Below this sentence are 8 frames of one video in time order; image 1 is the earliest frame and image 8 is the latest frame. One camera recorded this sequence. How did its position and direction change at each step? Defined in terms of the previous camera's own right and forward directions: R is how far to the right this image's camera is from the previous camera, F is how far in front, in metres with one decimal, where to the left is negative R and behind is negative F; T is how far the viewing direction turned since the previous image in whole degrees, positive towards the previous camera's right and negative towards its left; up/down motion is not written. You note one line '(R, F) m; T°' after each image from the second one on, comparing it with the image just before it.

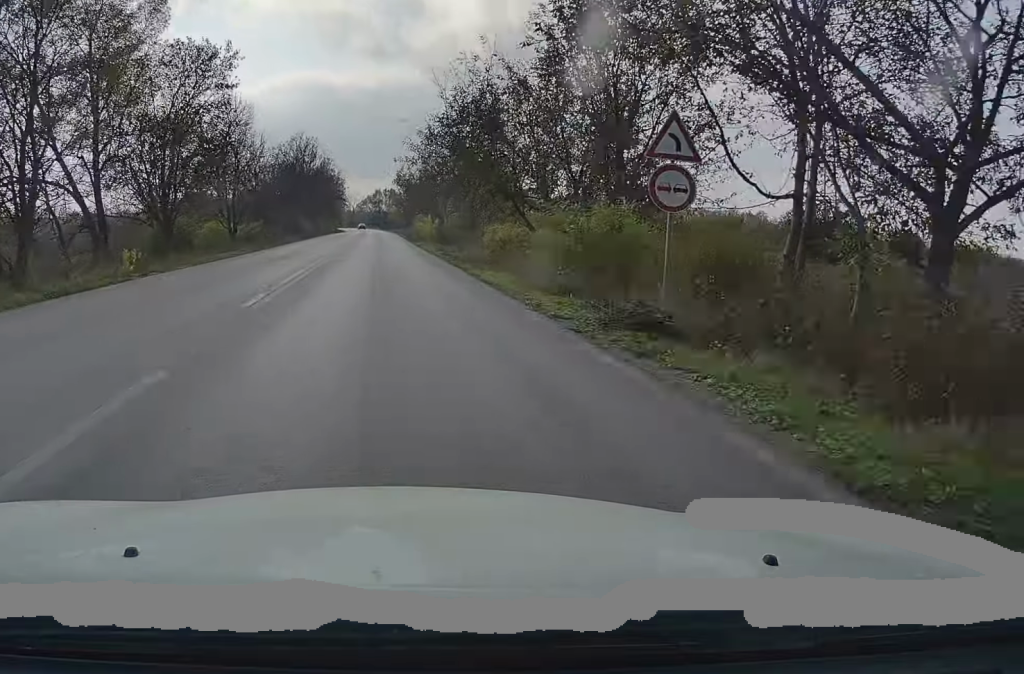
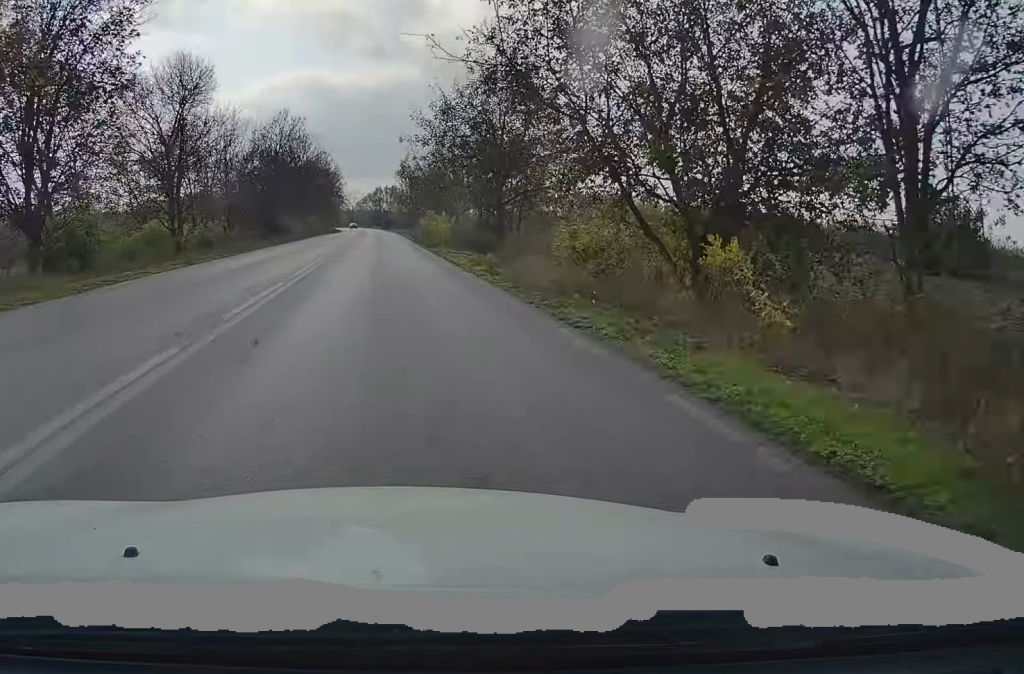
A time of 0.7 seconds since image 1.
(-0.1, +14.9) m; -1°
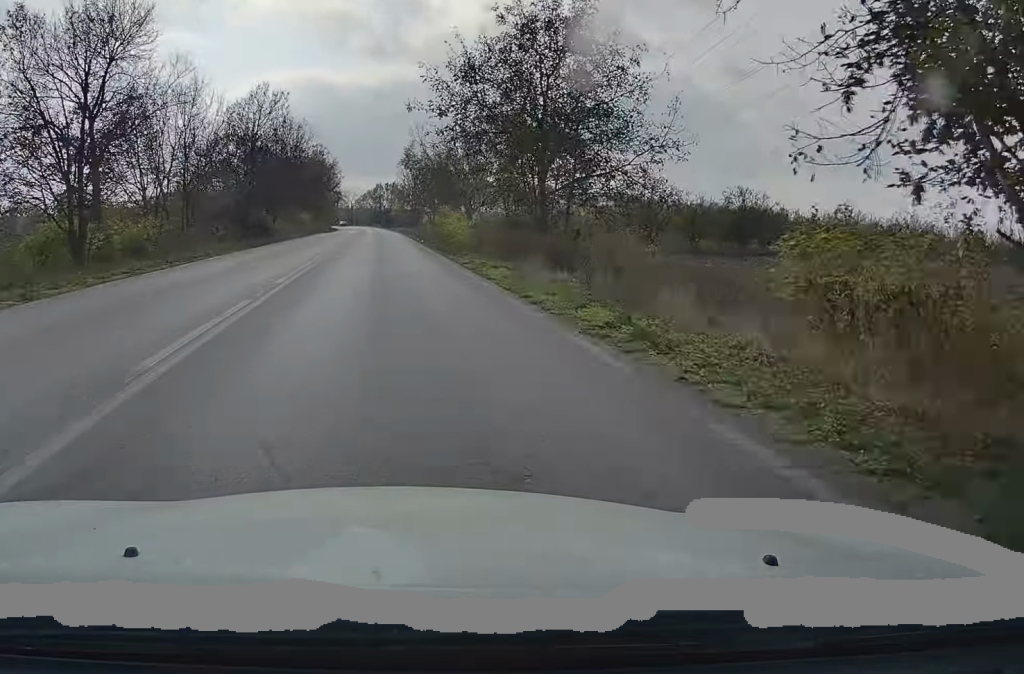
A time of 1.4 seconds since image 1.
(-0.2, +13.0) m; 0°
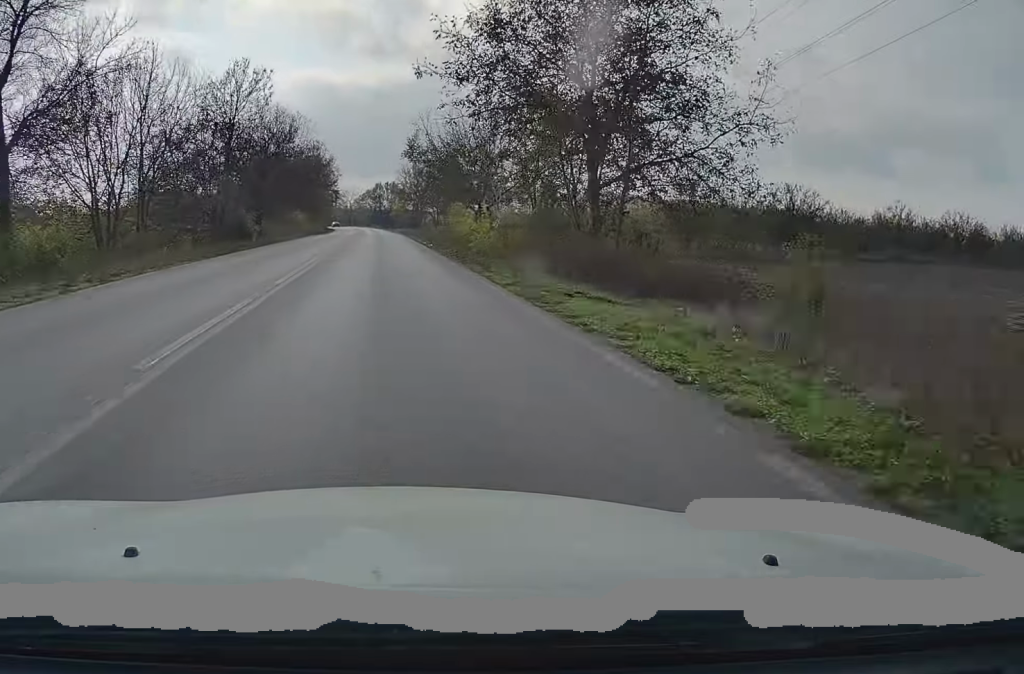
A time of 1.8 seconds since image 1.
(-0.1, +8.9) m; 0°
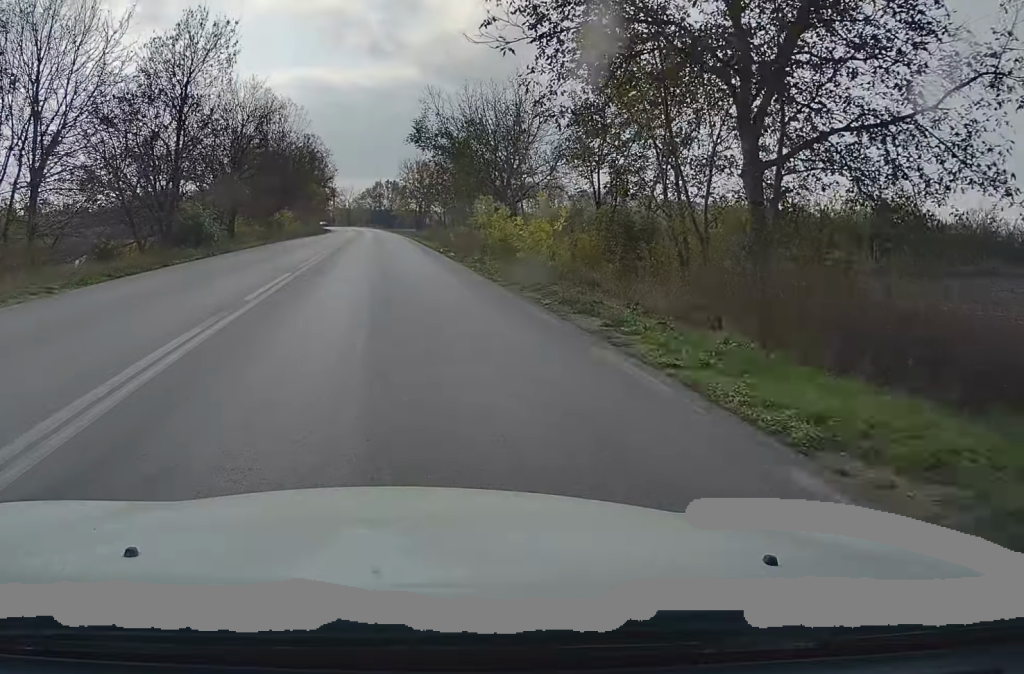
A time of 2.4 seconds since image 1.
(+0.2, +12.2) m; 0°
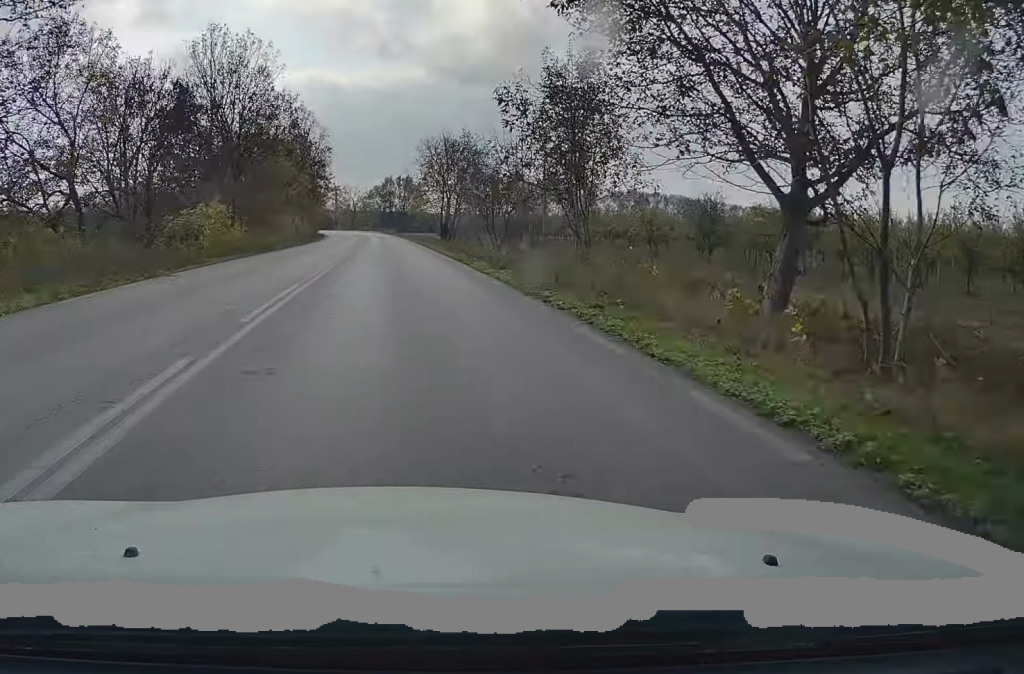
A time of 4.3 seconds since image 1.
(0.0, +38.1) m; 0°
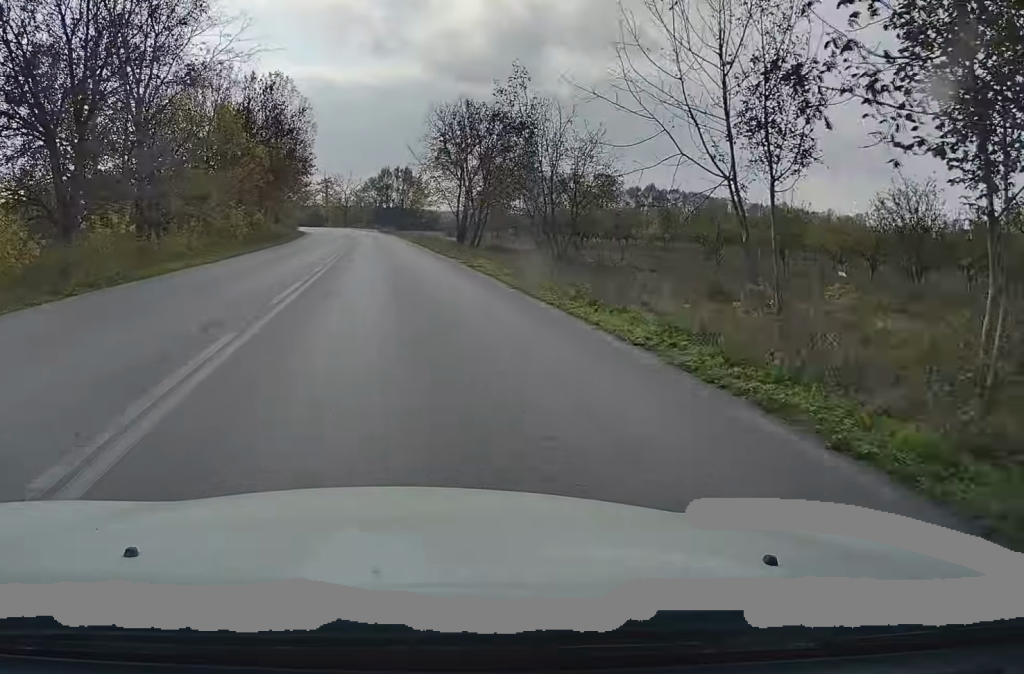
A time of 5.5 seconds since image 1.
(0.0, +25.0) m; 0°
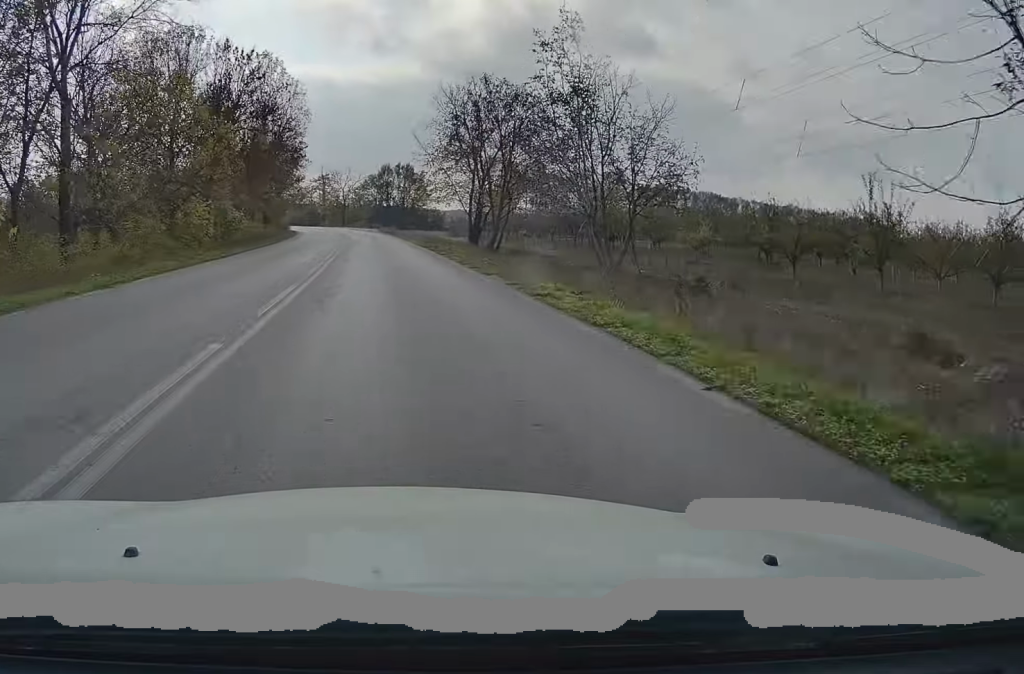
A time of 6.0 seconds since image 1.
(0.0, +10.1) m; 0°
